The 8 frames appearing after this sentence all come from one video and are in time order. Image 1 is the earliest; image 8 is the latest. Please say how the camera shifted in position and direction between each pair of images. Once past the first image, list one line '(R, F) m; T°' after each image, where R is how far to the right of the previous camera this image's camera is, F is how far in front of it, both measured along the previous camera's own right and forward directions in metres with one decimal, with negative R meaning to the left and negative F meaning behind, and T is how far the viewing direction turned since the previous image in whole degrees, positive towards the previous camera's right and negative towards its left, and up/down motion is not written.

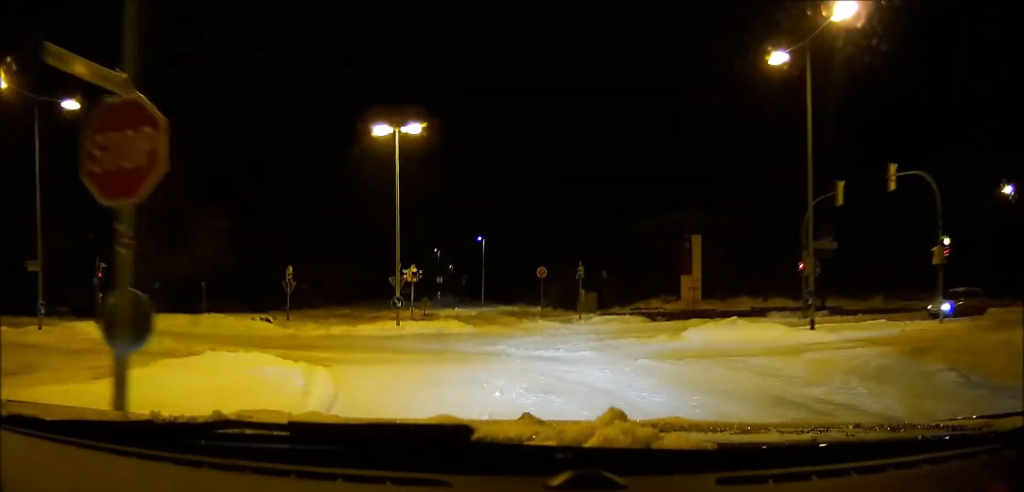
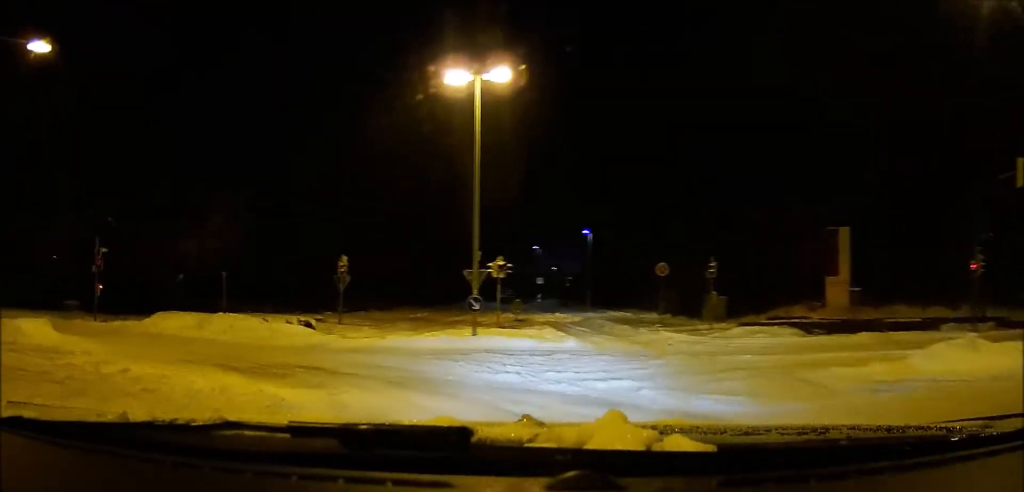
(-1.0, +8.0) m; -20°
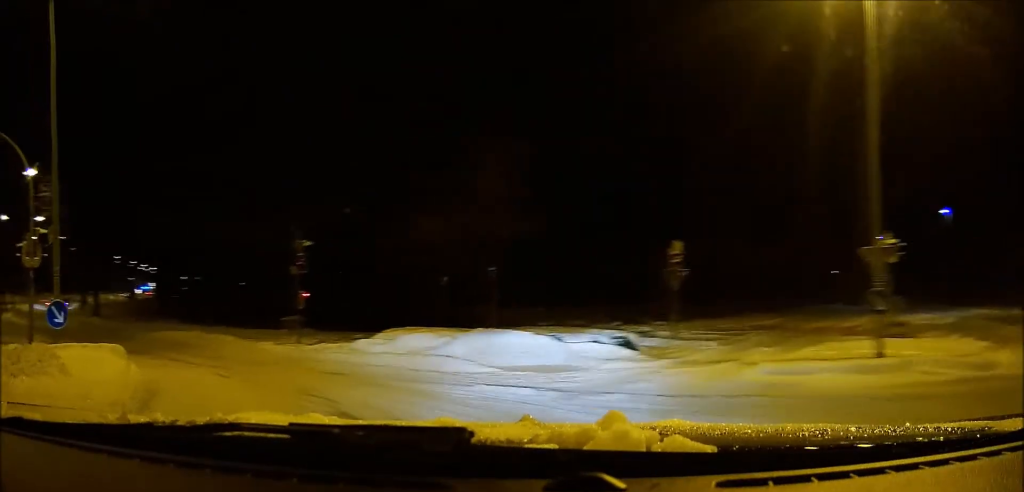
(-2.6, +9.1) m; -30°
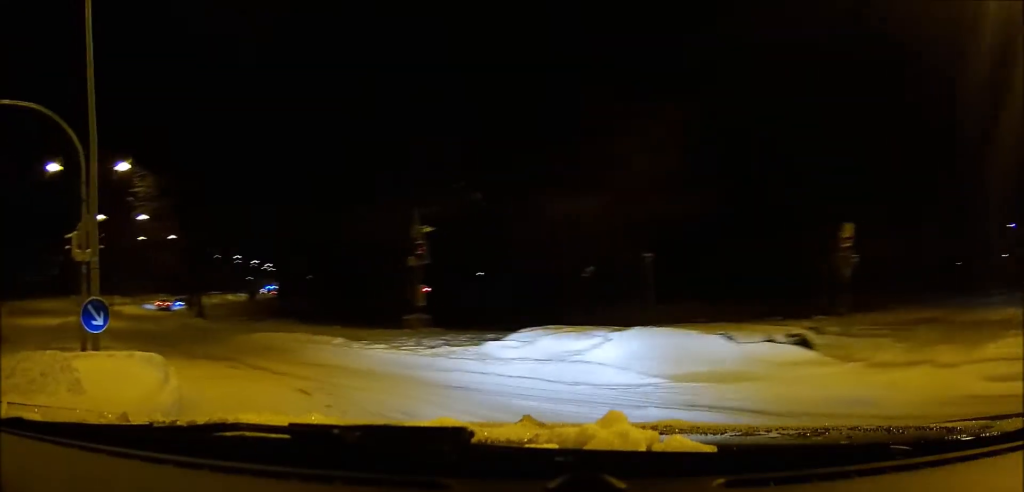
(-0.1, +3.1) m; -9°
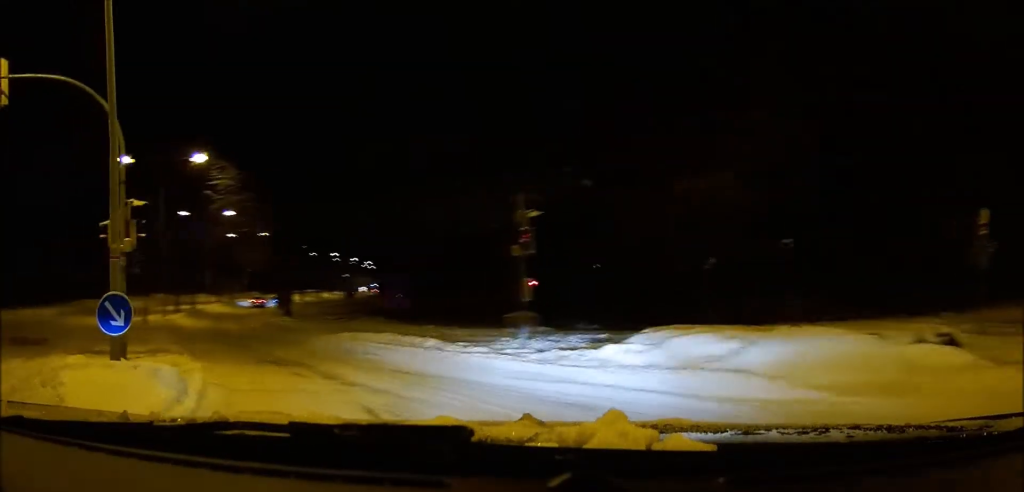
(-0.3, +2.5) m; -7°
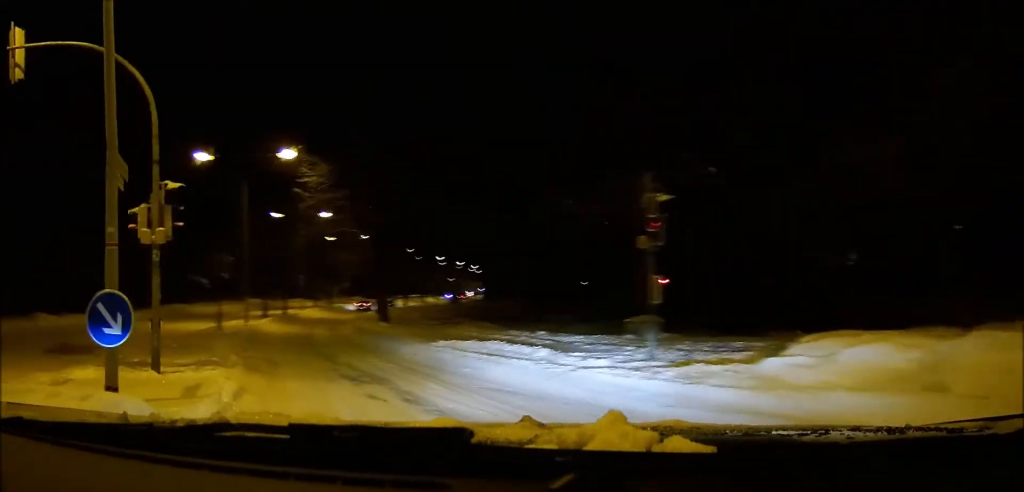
(-0.2, +2.7) m; -7°
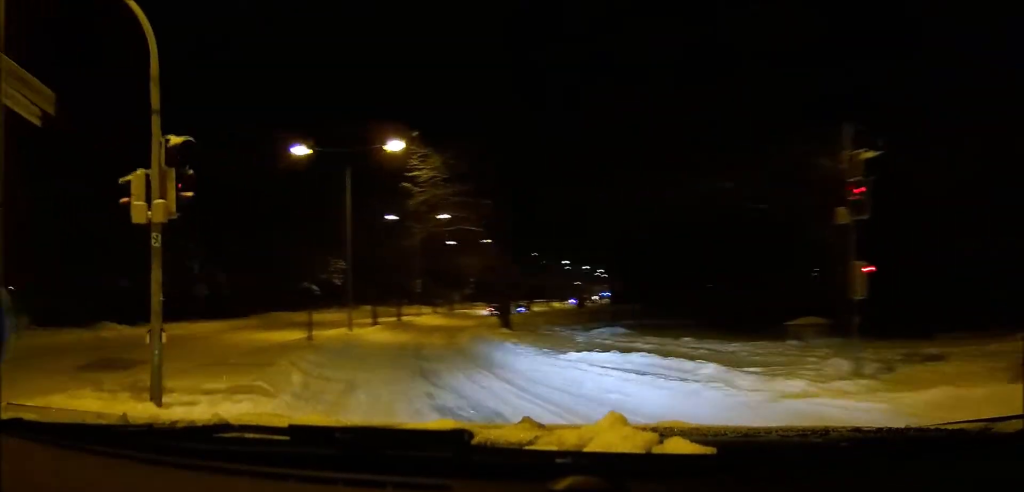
(-0.2, +3.9) m; -3°
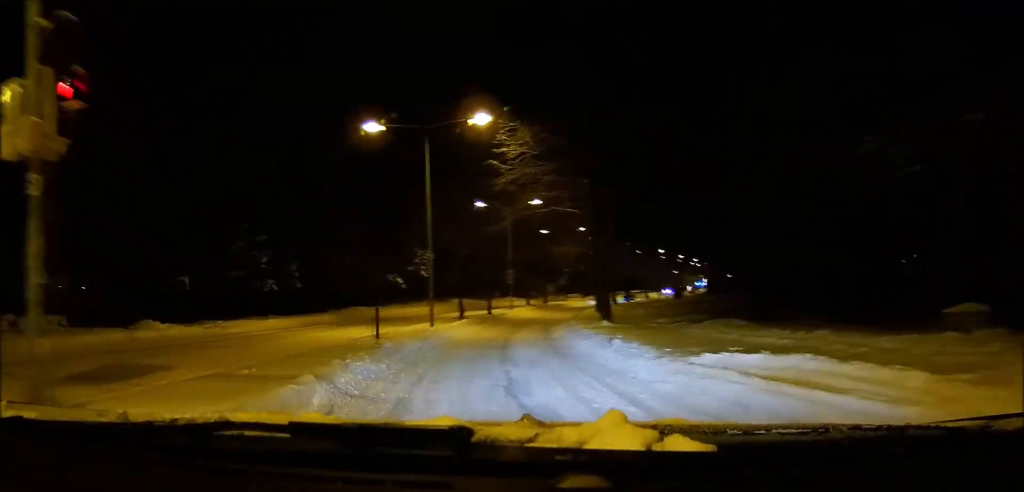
(-0.1, +4.0) m; -1°
